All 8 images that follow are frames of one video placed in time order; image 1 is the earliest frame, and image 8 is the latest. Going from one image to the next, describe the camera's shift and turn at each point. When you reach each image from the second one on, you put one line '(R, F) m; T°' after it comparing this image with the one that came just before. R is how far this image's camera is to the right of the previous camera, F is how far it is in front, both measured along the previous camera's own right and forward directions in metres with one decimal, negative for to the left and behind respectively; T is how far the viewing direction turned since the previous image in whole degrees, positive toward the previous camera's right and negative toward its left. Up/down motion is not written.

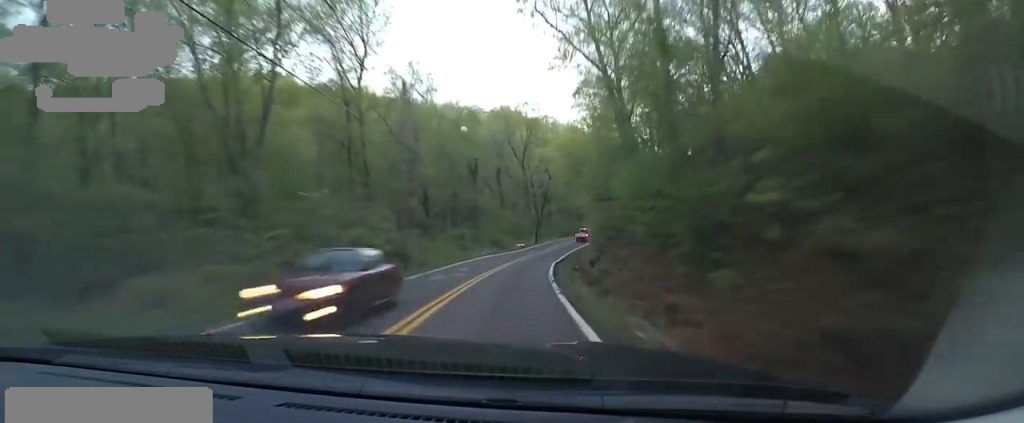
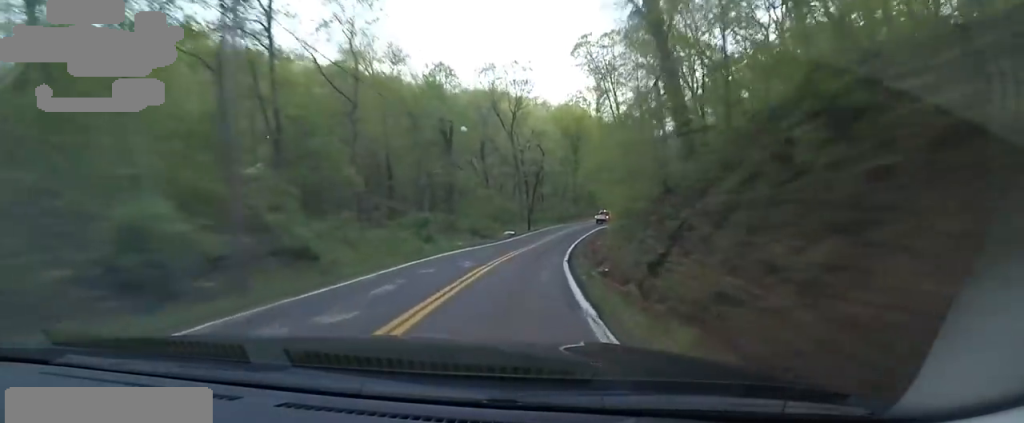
(-0.1, +14.7) m; 0°
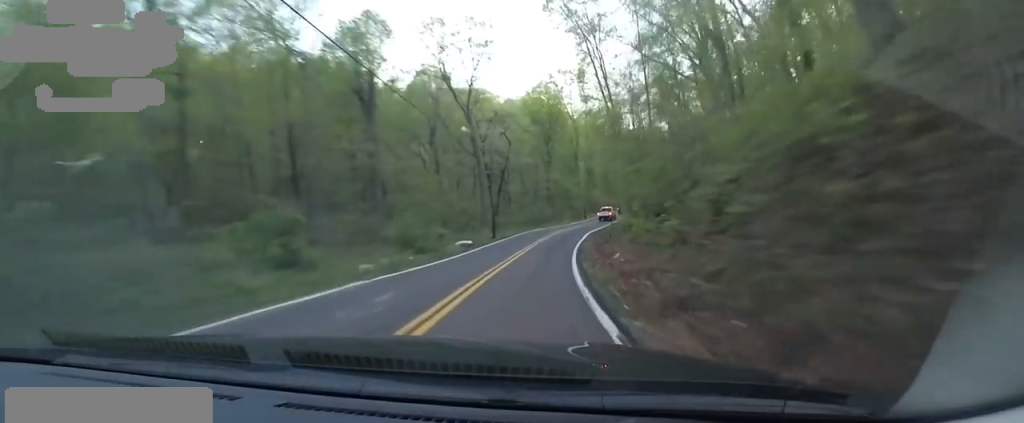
(+0.2, +16.8) m; +3°
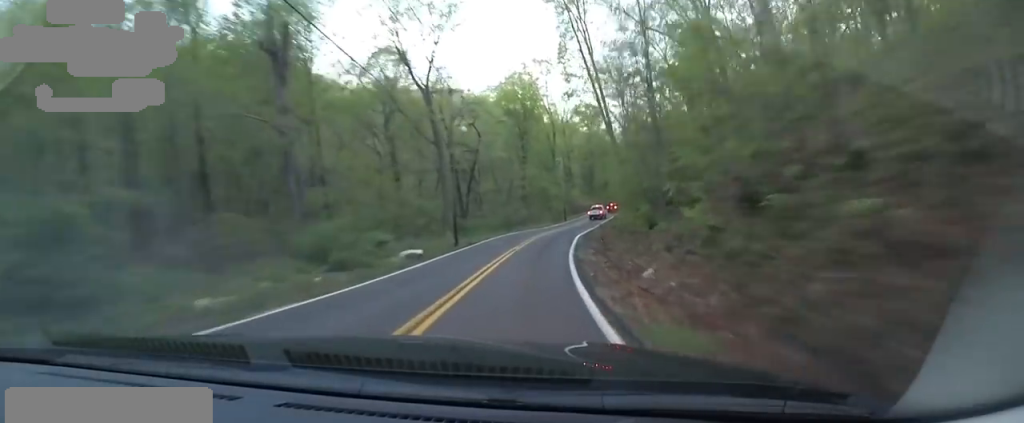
(+0.4, +8.9) m; 0°
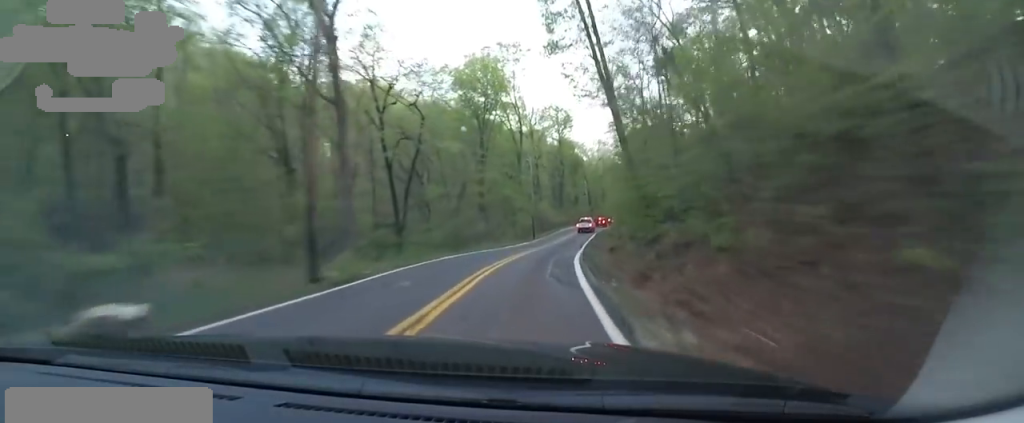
(0.0, +16.2) m; +2°
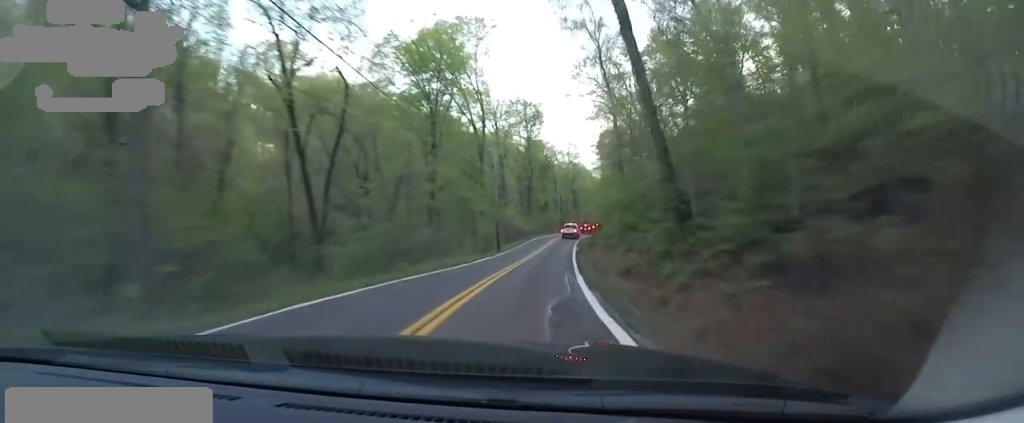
(+0.3, +12.5) m; +5°
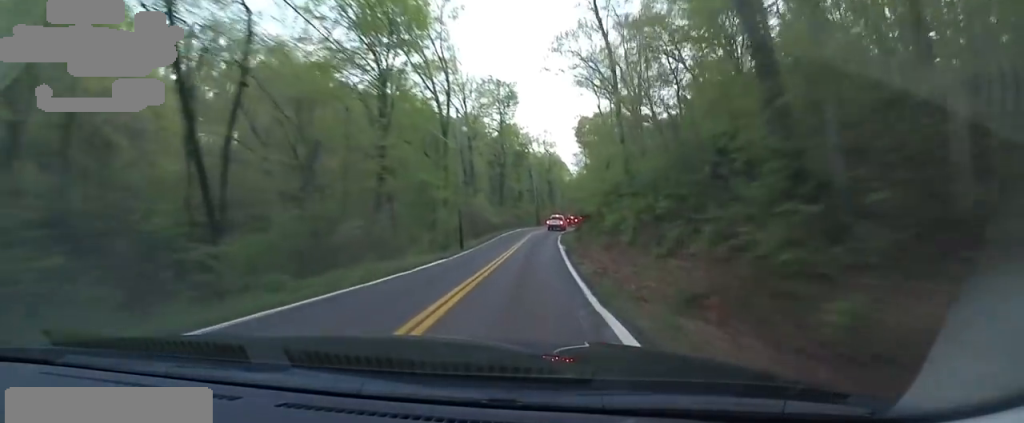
(+0.4, +10.0) m; +6°
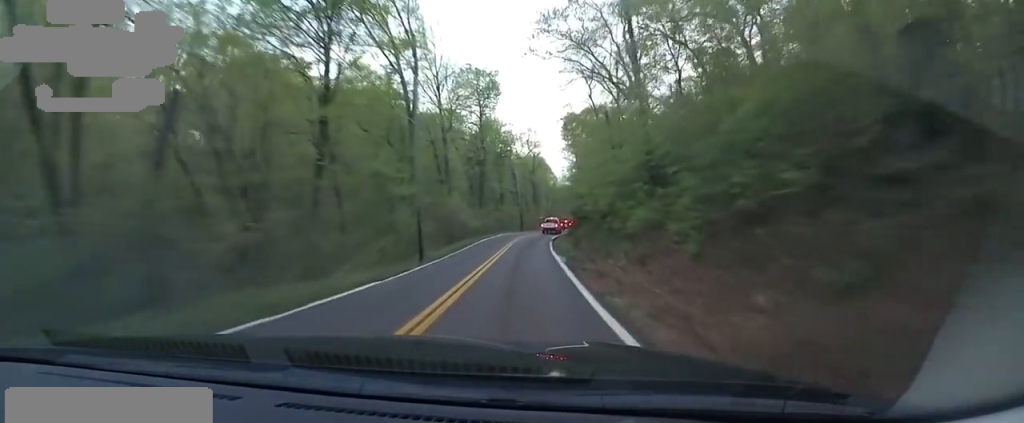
(+0.6, +9.1) m; 0°
